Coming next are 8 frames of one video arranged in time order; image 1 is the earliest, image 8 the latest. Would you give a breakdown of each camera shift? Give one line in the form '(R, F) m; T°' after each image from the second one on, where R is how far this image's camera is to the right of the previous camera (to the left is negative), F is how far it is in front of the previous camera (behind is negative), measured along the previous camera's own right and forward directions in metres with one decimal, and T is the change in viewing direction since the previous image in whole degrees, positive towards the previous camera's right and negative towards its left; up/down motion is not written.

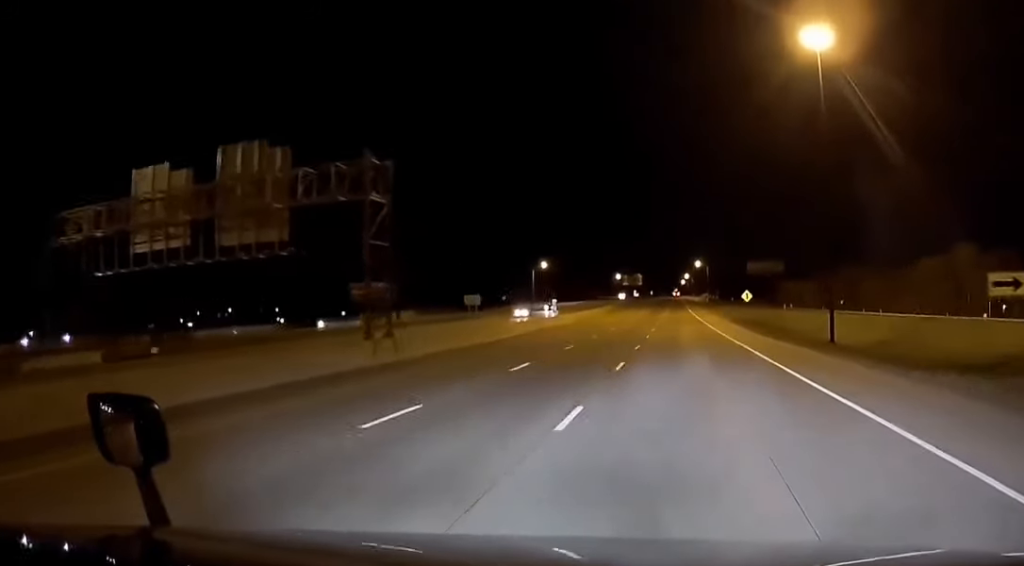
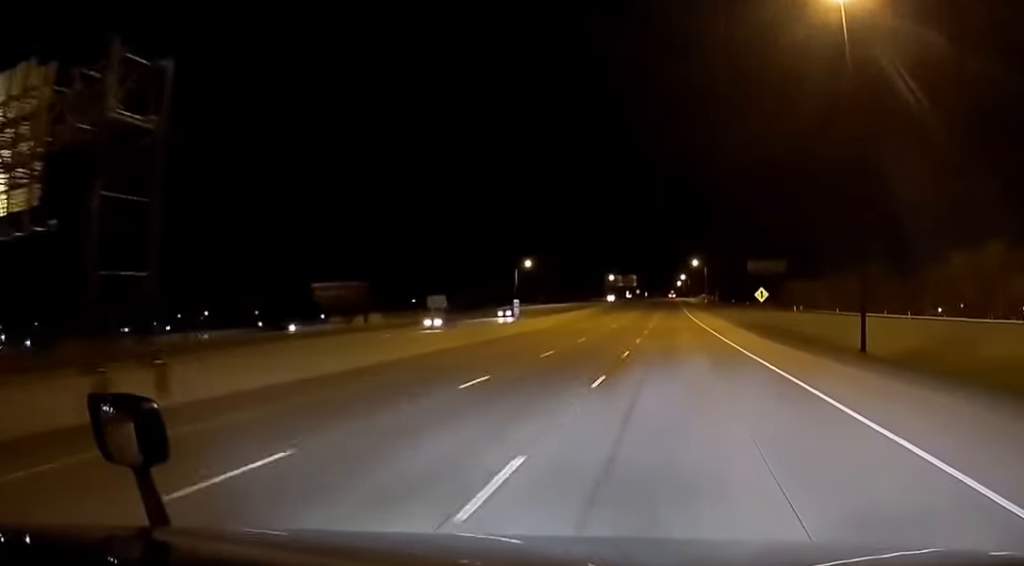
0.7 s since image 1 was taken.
(+0.4, +17.8) m; +1°
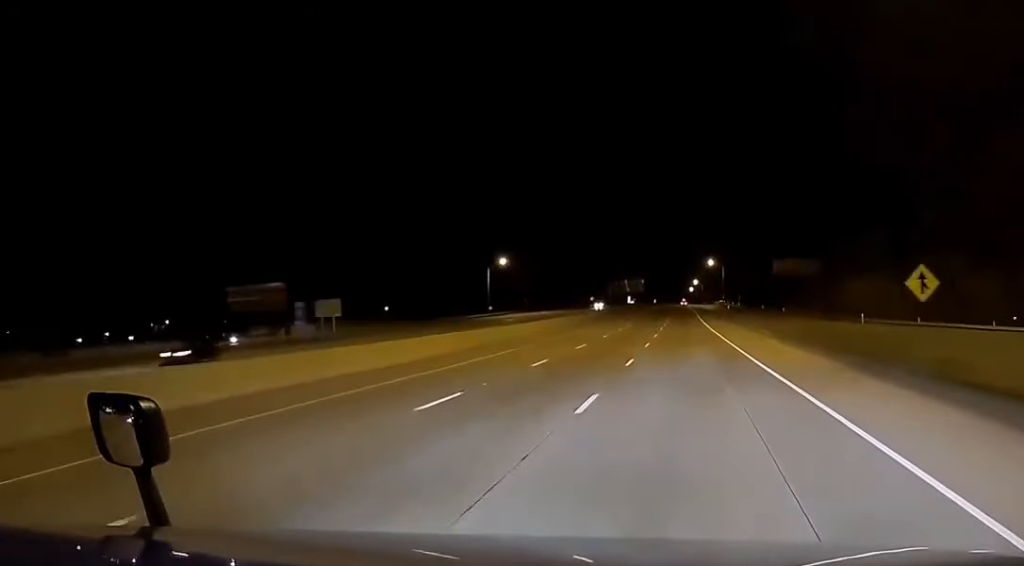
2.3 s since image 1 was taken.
(+0.2, +40.6) m; 0°
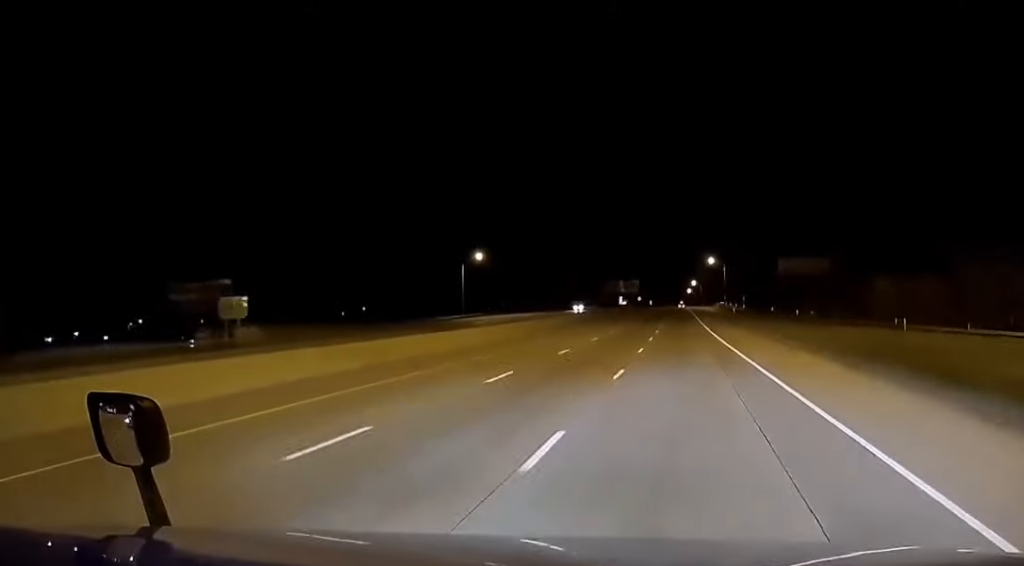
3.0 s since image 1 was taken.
(0.0, +17.8) m; -1°
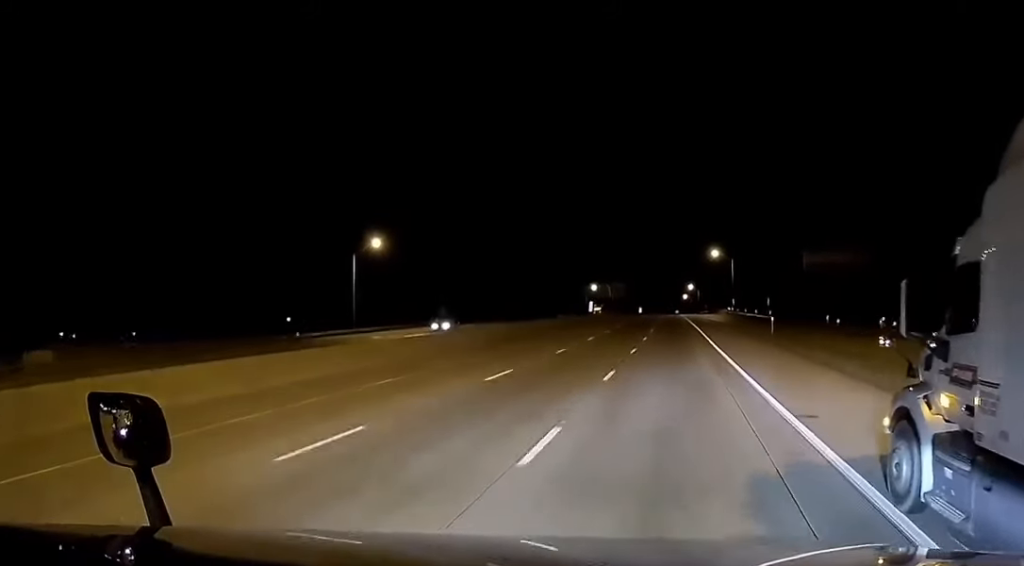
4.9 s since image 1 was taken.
(+0.1, +47.9) m; +2°
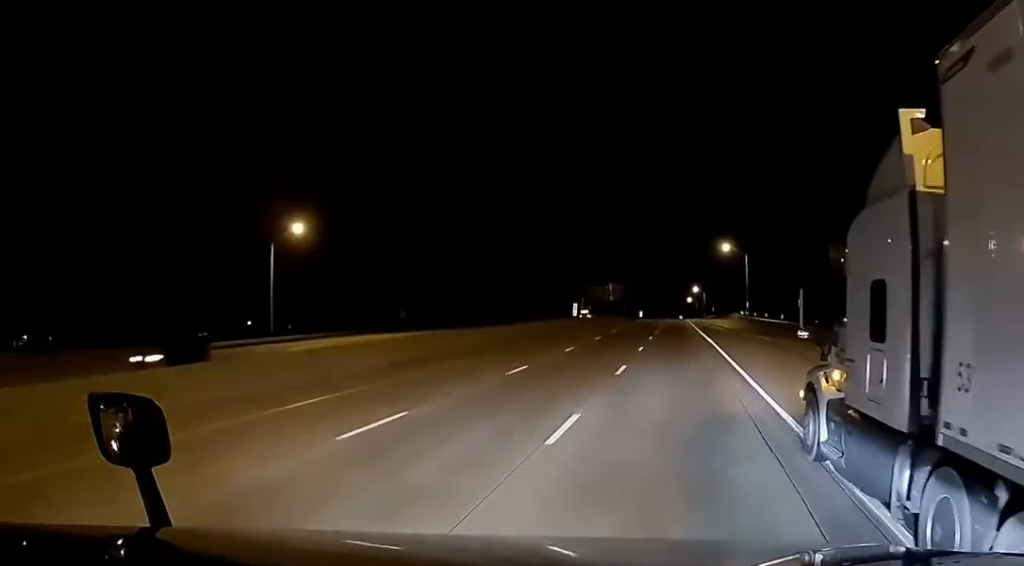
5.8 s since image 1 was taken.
(0.0, +22.4) m; -1°
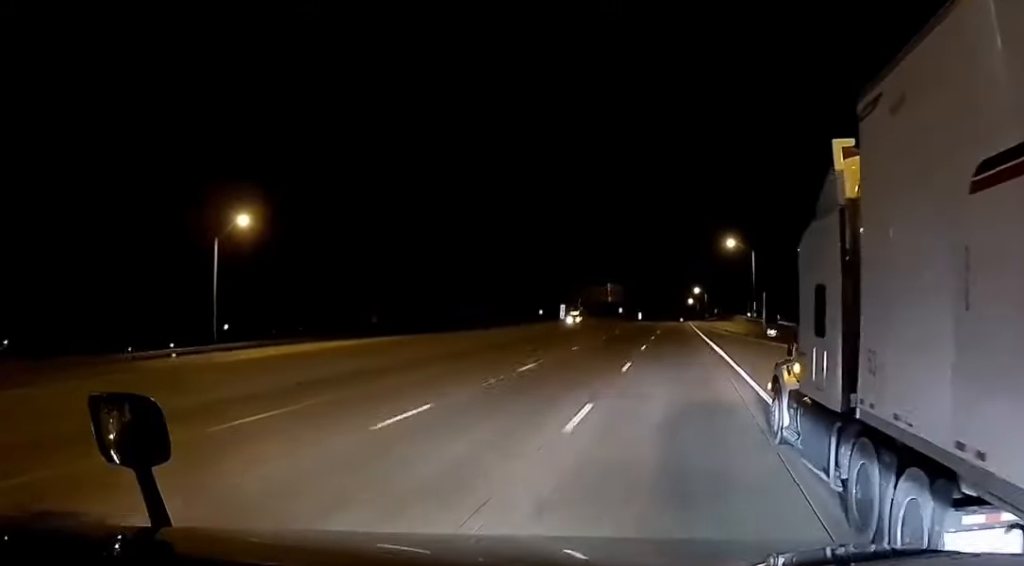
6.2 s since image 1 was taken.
(-0.2, +10.6) m; -1°
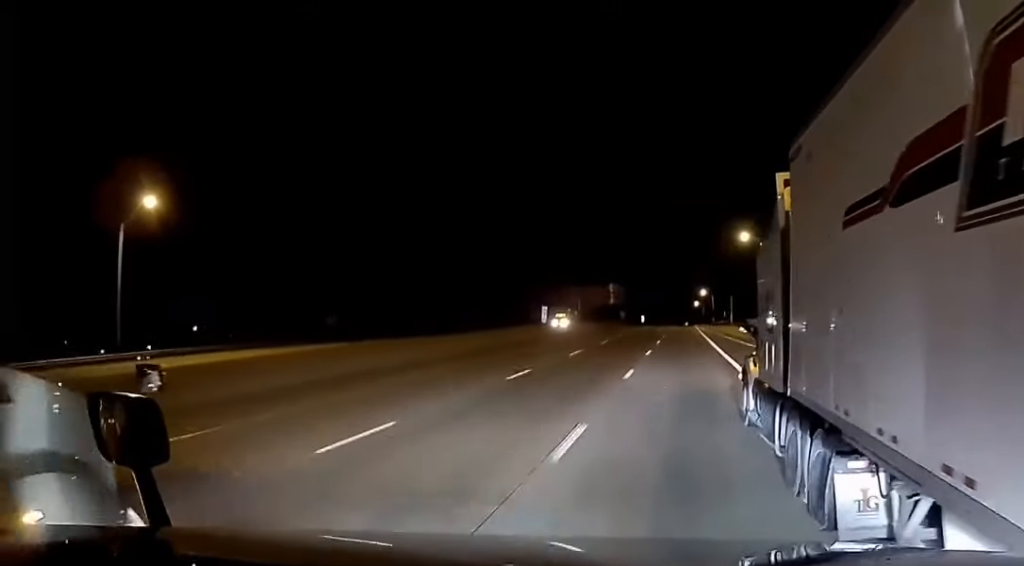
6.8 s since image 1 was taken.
(-0.2, +14.7) m; -1°
